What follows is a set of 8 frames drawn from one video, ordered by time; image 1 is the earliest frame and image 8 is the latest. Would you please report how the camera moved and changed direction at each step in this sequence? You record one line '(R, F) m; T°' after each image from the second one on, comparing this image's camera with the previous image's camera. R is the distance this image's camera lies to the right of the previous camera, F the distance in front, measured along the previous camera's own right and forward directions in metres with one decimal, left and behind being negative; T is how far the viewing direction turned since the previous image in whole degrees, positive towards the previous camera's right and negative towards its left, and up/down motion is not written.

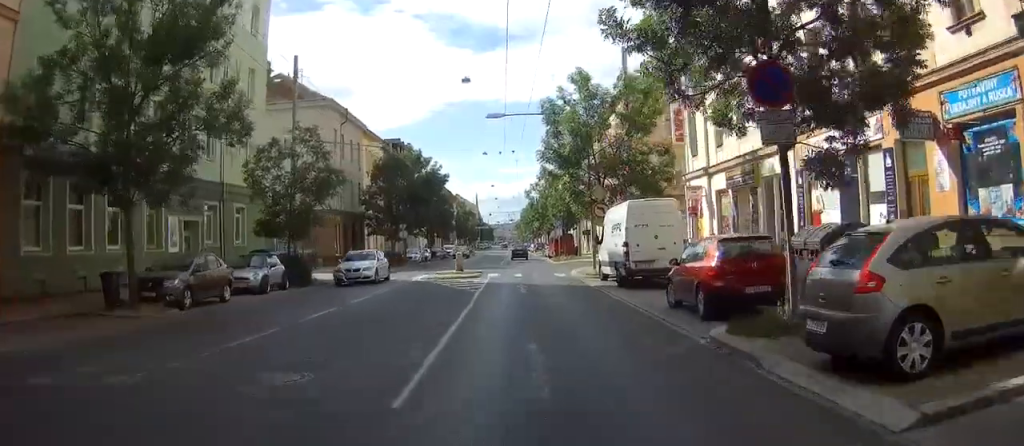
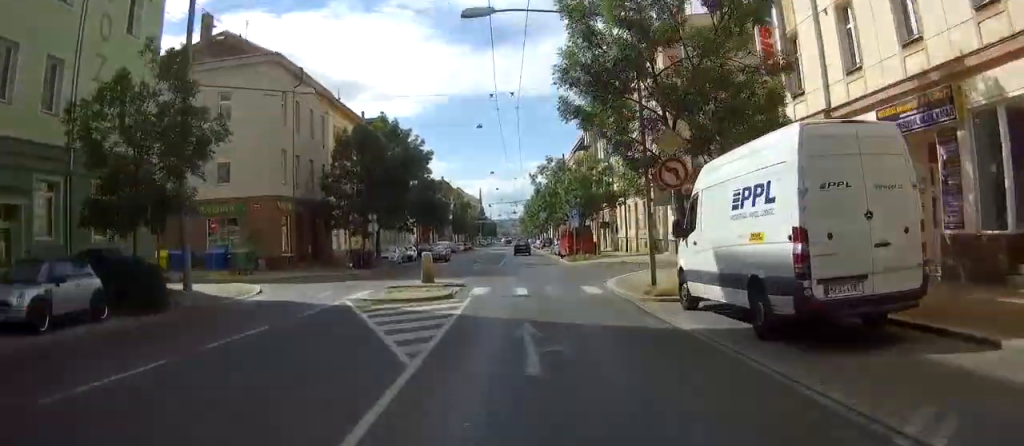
(+0.1, +12.6) m; 0°
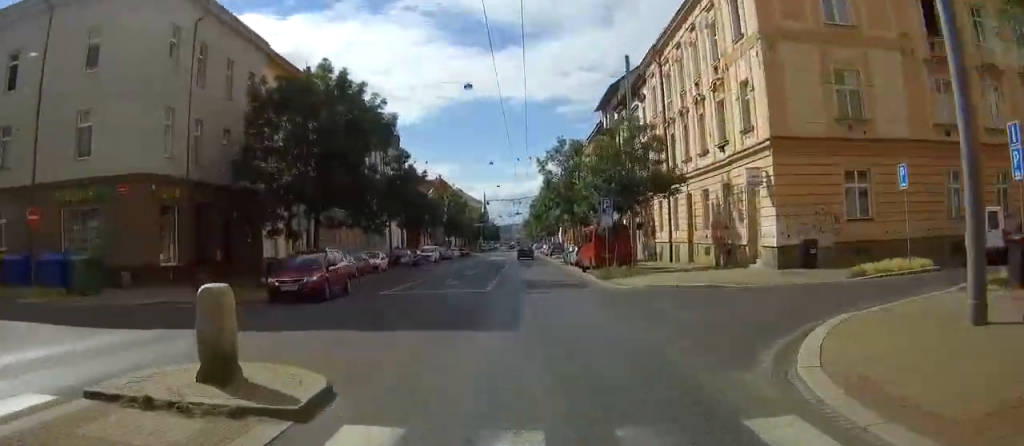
(-0.2, +15.8) m; -2°
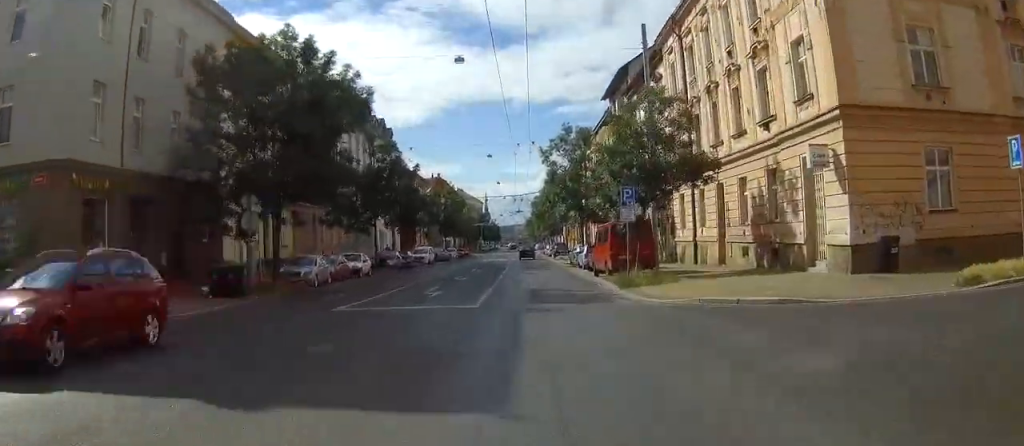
(0.0, +5.8) m; -1°
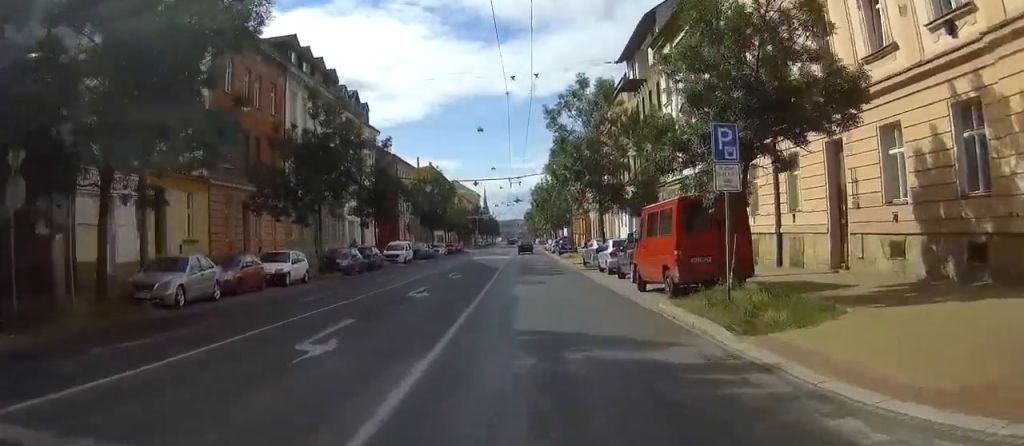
(-0.2, +12.8) m; -1°
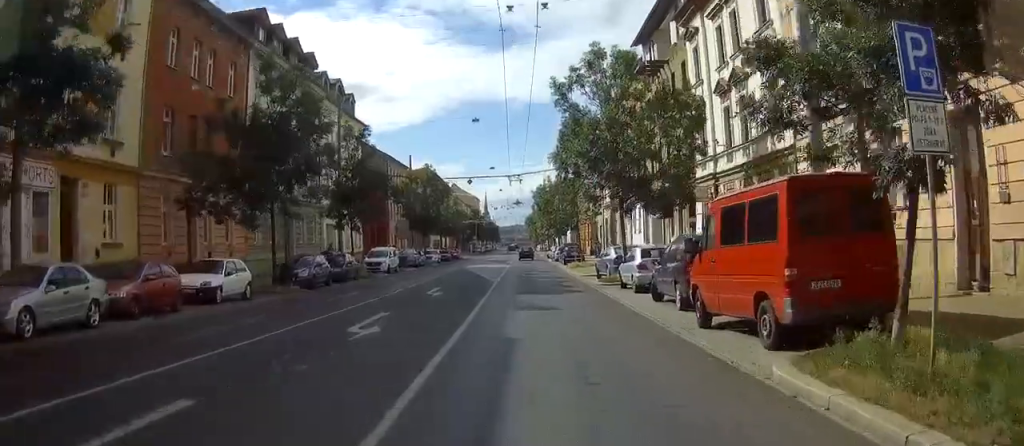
(0.0, +6.9) m; 0°
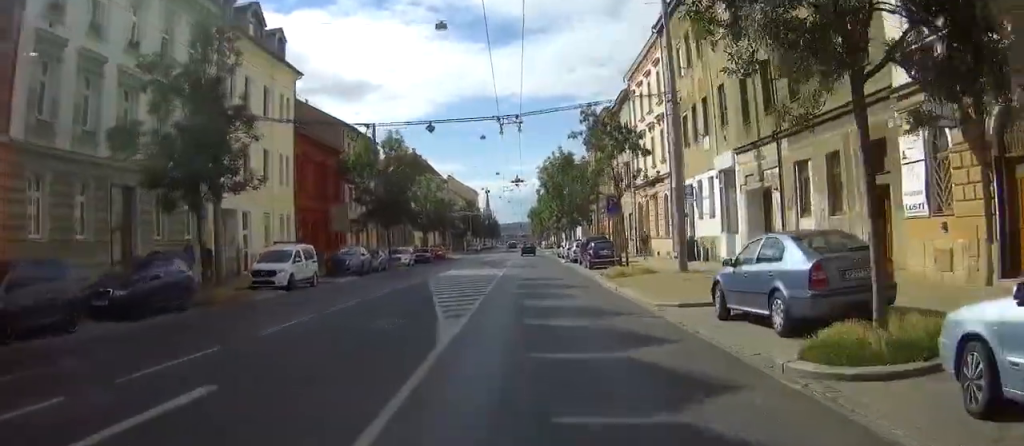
(0.0, +20.4) m; 0°
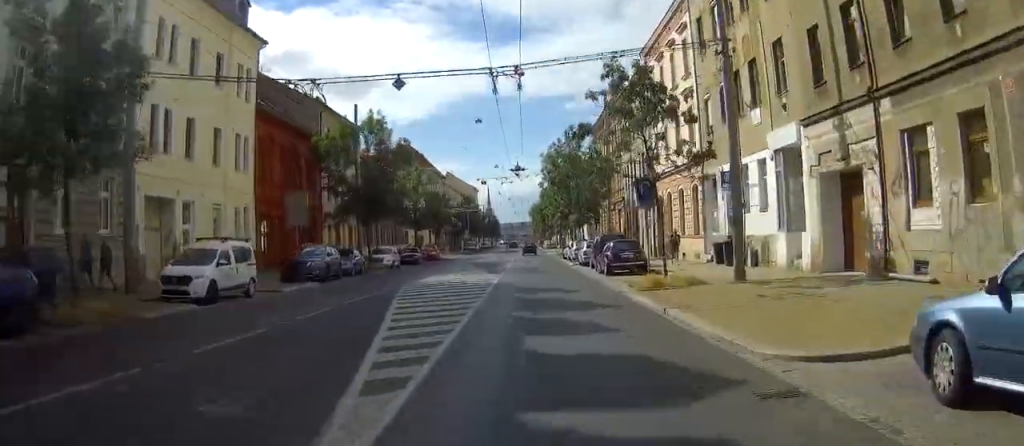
(0.0, +7.2) m; 0°
